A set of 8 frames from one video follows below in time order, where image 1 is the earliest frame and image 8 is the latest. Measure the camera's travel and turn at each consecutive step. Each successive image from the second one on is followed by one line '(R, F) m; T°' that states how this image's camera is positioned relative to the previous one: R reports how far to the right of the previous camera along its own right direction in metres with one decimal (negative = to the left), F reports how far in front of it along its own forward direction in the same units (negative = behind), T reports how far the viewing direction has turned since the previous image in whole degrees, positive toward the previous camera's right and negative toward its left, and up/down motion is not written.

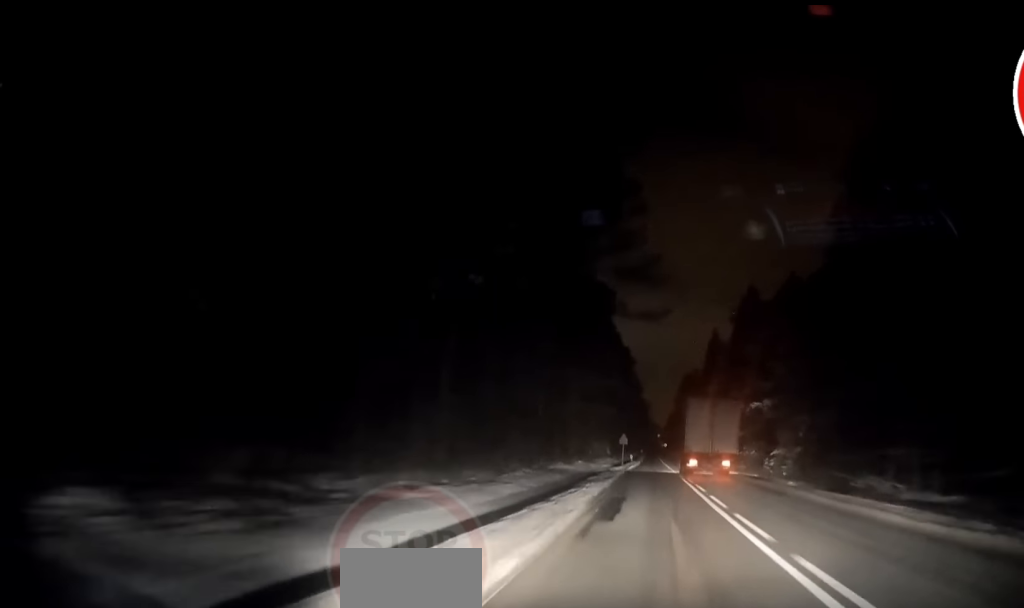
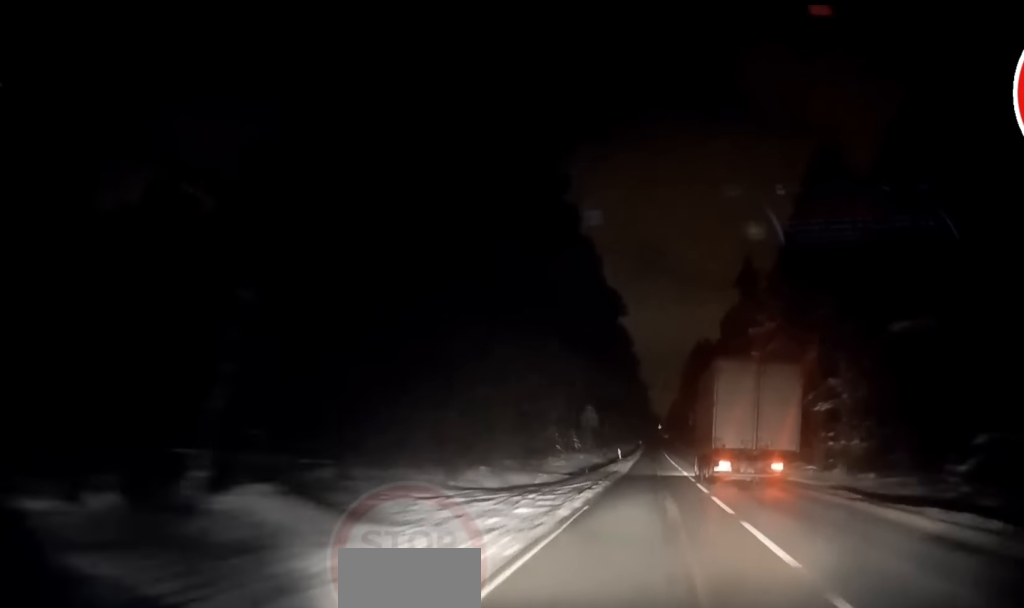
(-0.3, +37.1) m; 0°
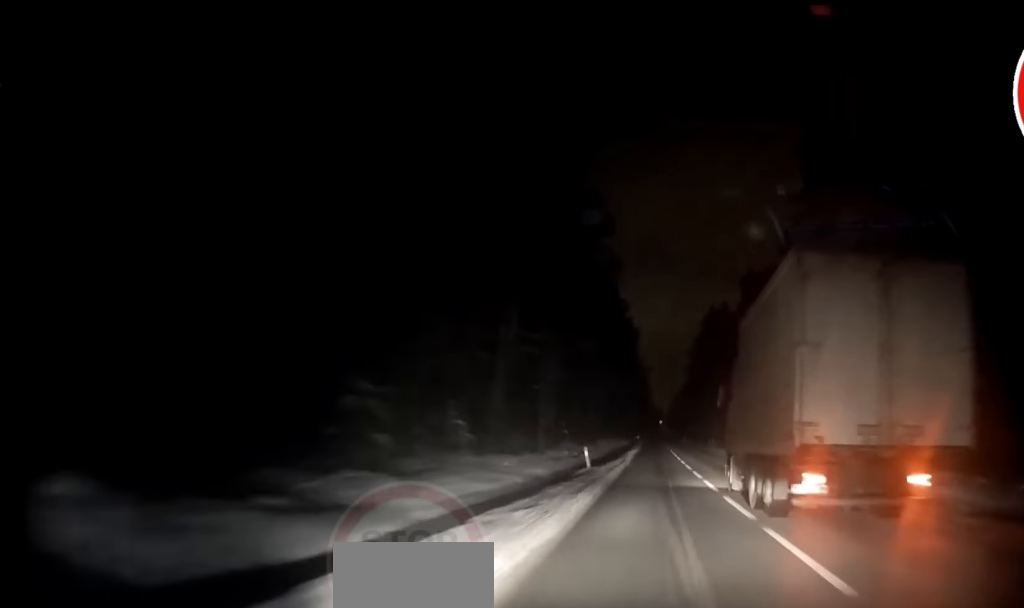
(+0.1, +31.3) m; 0°
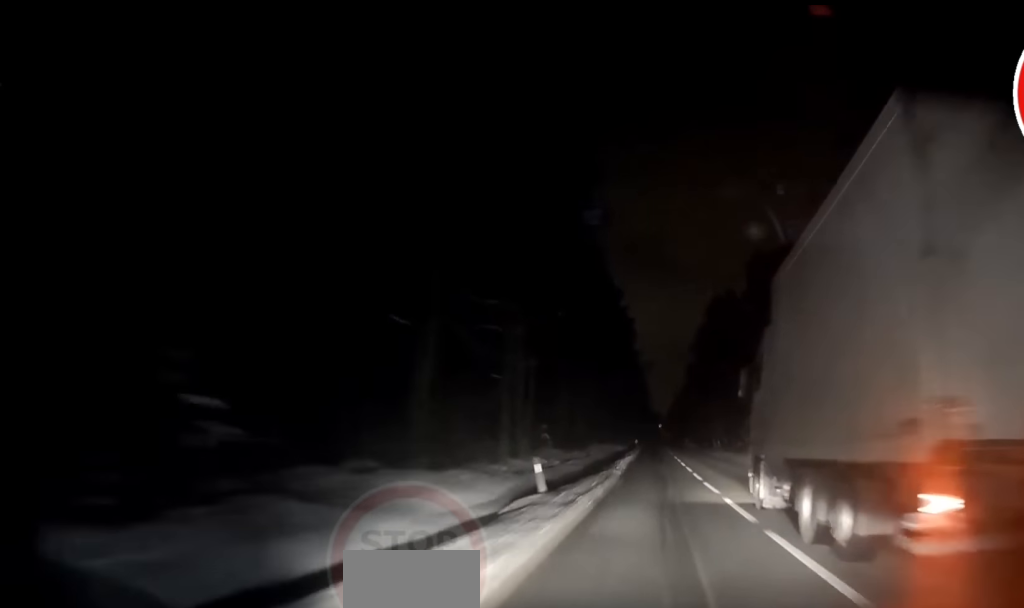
(-0.1, +12.4) m; 0°
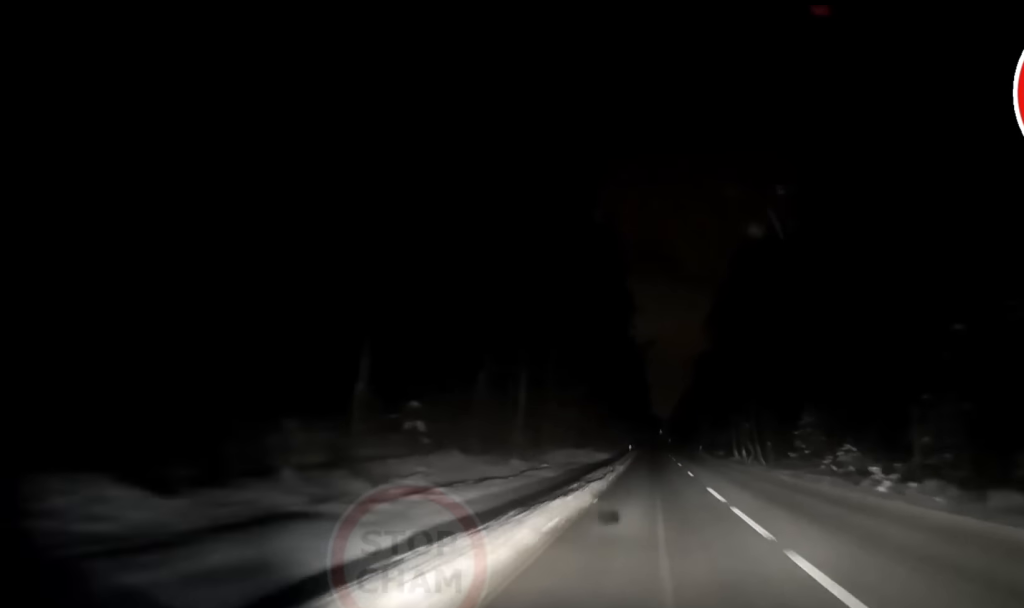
(+0.1, +31.5) m; 0°
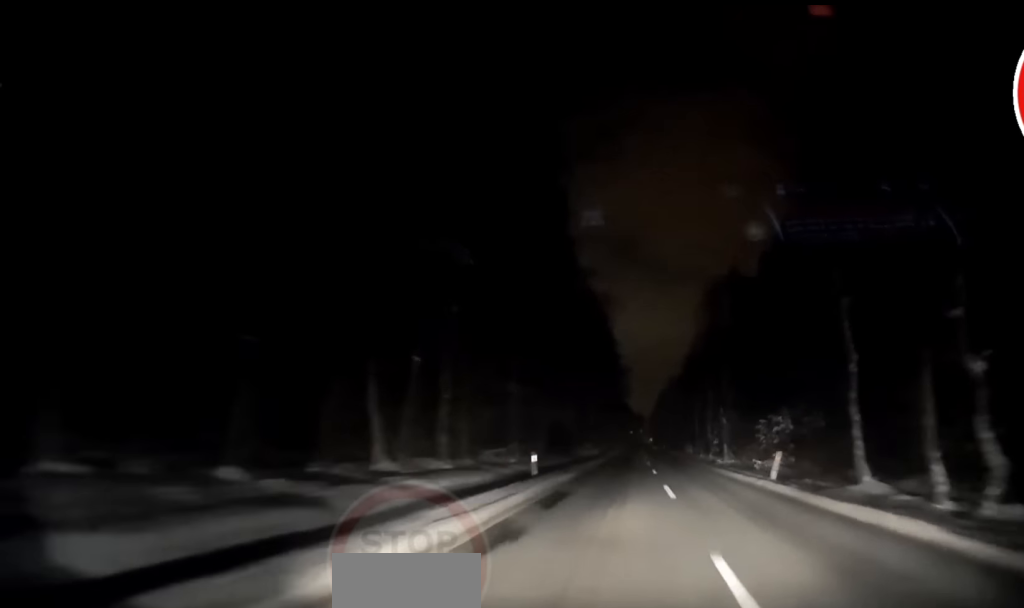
(+0.2, +60.1) m; +1°
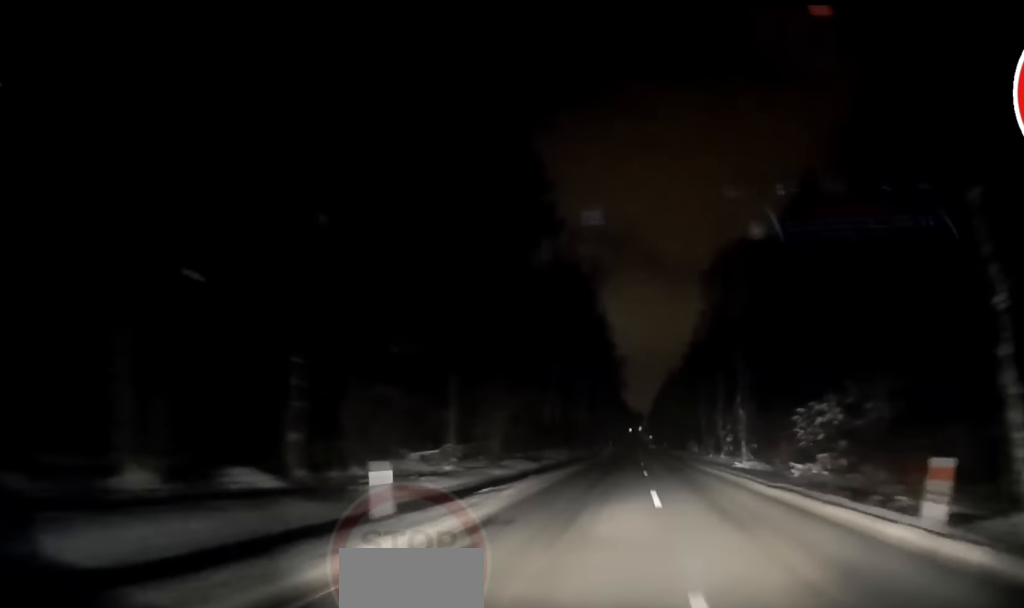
(+0.1, +14.5) m; 0°
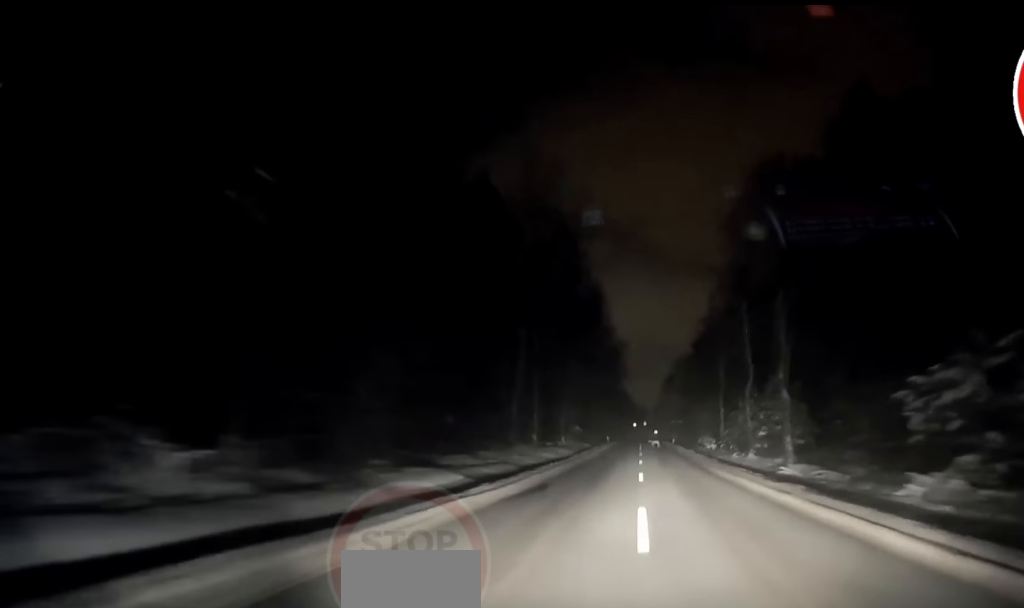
(0.0, +17.6) m; 0°
